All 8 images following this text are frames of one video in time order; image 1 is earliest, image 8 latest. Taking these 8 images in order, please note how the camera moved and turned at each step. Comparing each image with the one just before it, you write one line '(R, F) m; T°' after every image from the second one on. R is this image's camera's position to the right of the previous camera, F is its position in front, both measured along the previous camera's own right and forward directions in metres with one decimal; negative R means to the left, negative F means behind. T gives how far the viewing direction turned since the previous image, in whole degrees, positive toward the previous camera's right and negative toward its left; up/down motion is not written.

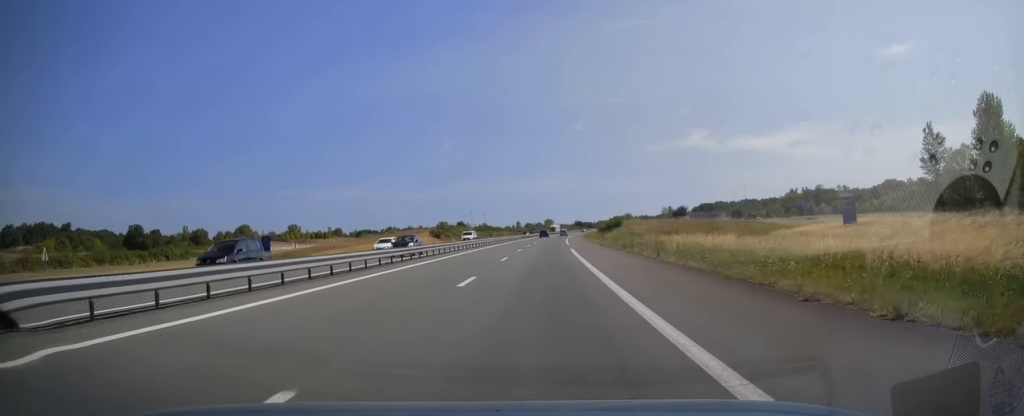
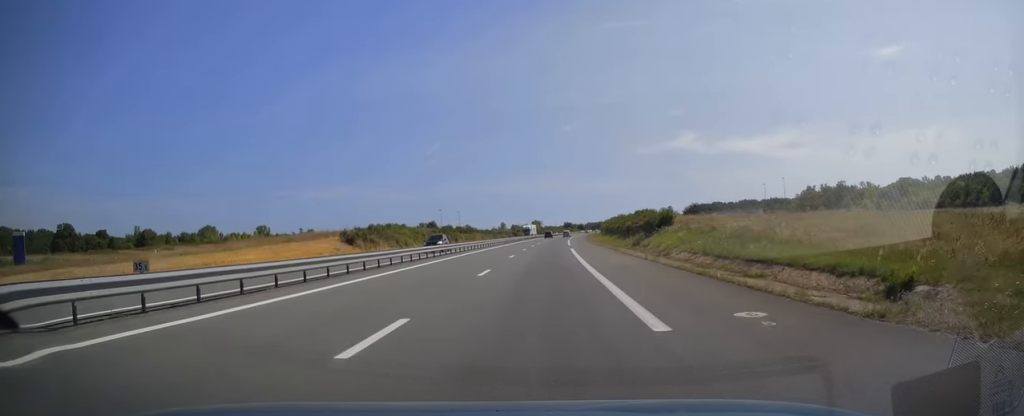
(+0.3, +48.3) m; +2°
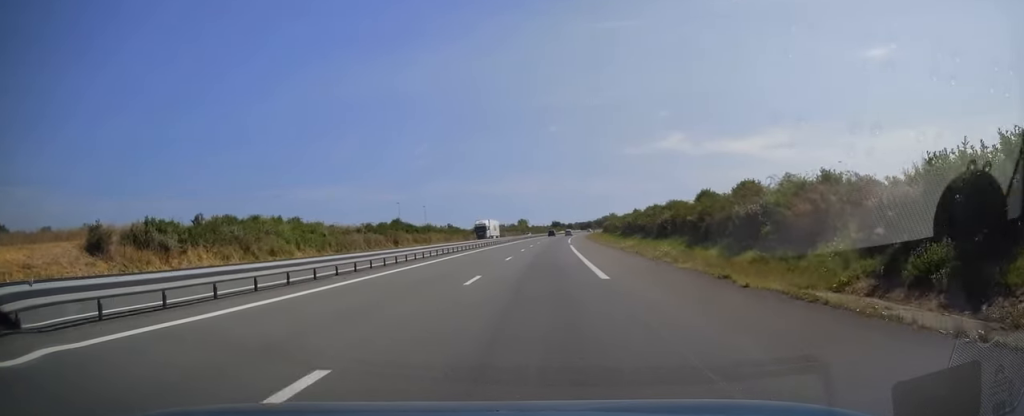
(+0.7, +43.2) m; +1°
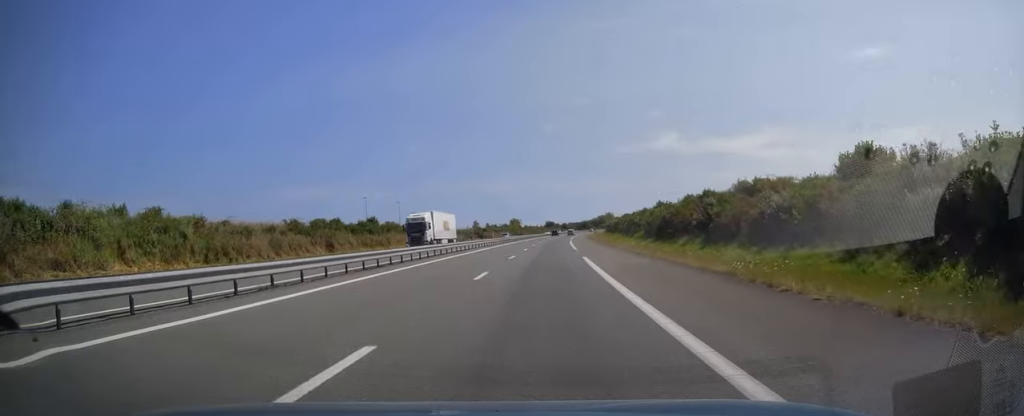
(0.0, +25.1) m; 0°
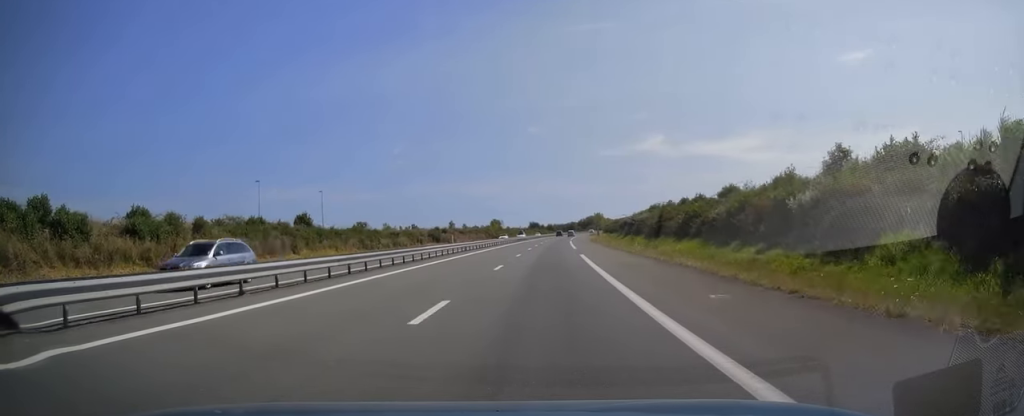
(+0.7, +47.6) m; +2°
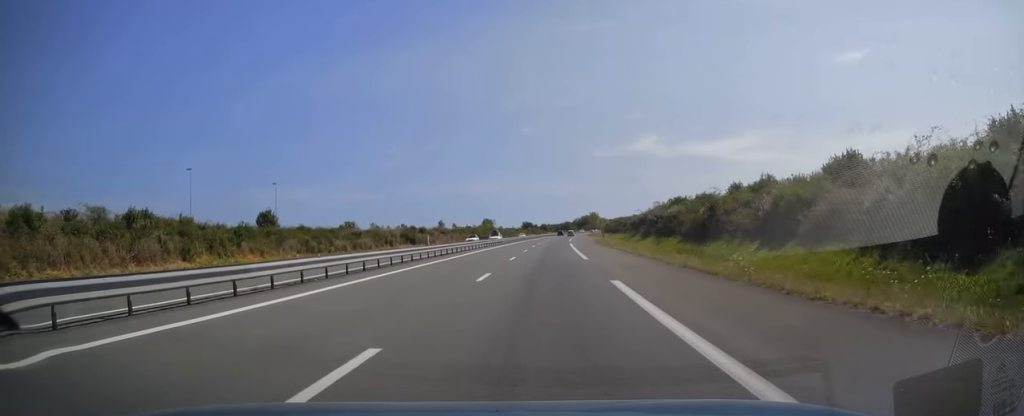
(0.0, +18.2) m; +1°
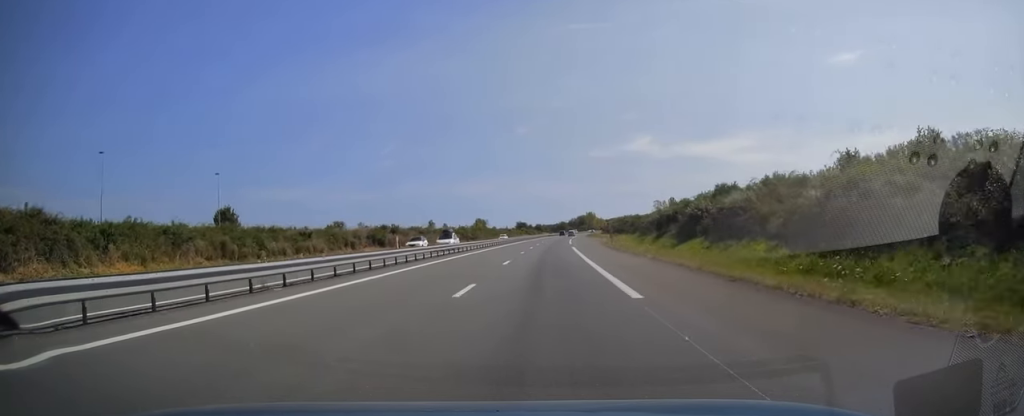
(0.0, +17.2) m; +1°
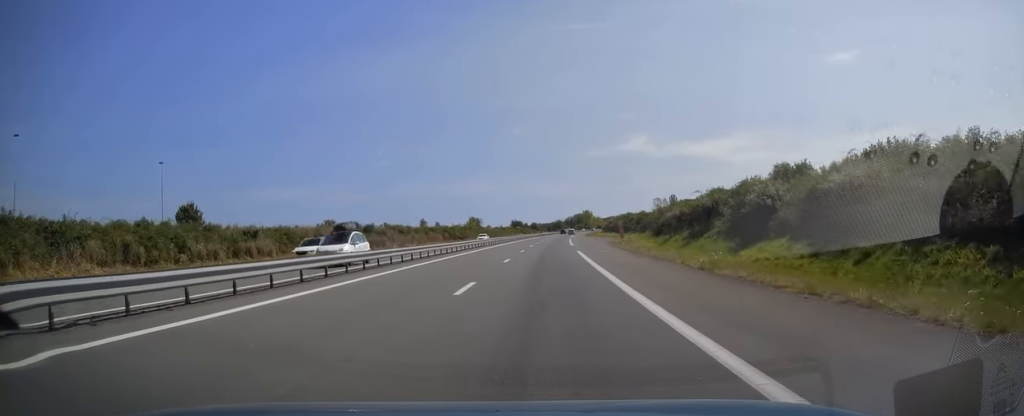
(+0.2, +12.8) m; 0°
